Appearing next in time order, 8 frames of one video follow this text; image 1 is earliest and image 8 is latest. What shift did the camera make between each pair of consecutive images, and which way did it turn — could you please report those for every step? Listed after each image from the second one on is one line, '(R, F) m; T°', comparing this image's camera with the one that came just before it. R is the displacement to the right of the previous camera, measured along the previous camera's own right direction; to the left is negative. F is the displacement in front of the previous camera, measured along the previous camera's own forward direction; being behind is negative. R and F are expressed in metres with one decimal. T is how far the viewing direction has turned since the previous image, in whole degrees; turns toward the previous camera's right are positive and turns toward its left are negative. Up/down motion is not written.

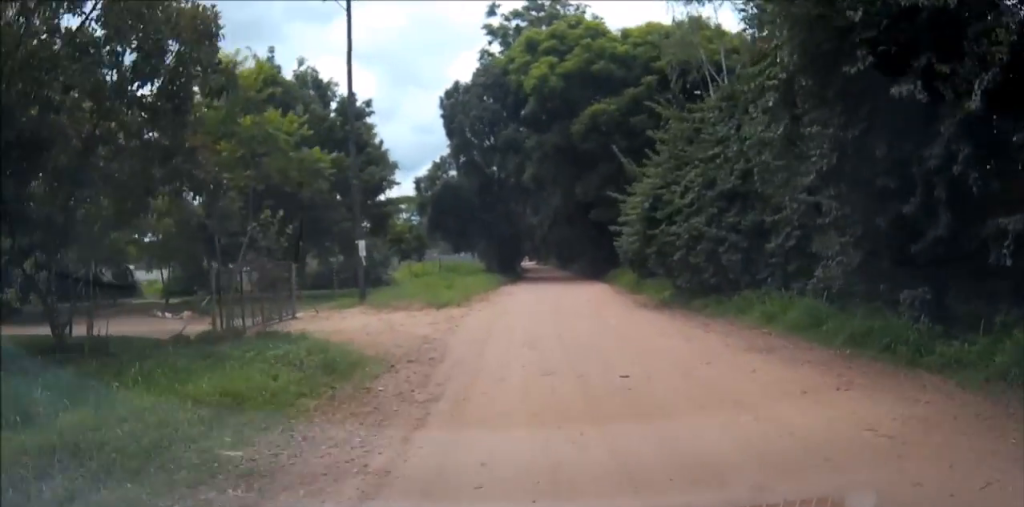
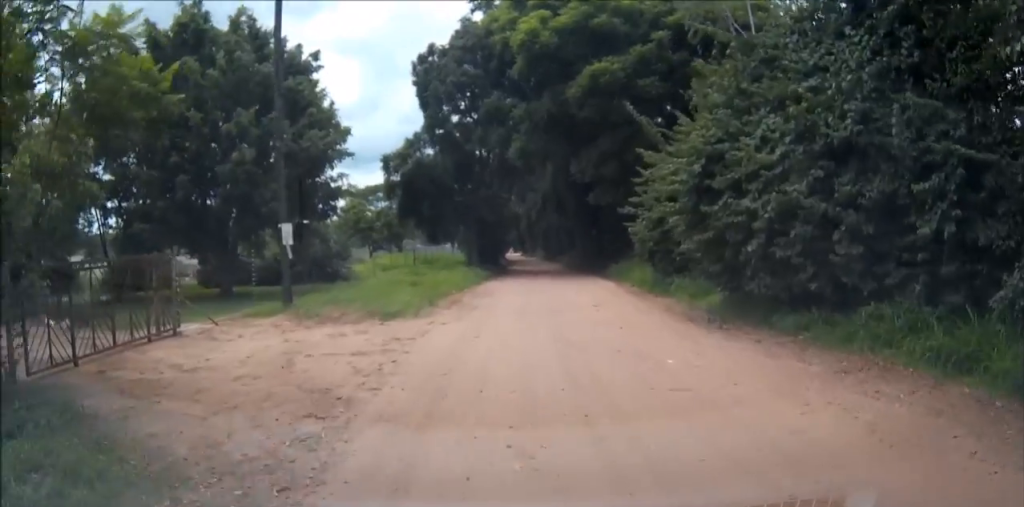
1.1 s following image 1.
(0.0, +6.6) m; 0°
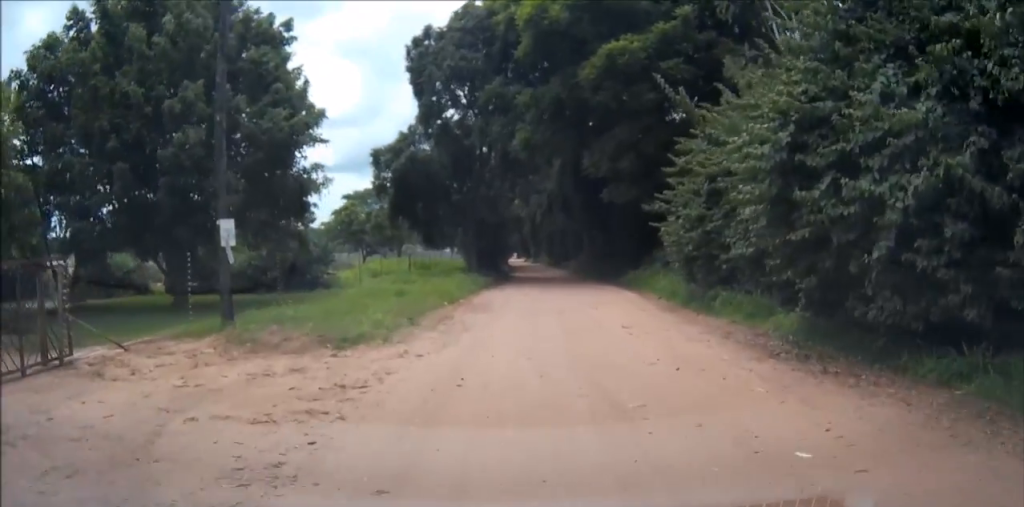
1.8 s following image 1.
(0.0, +4.0) m; +1°
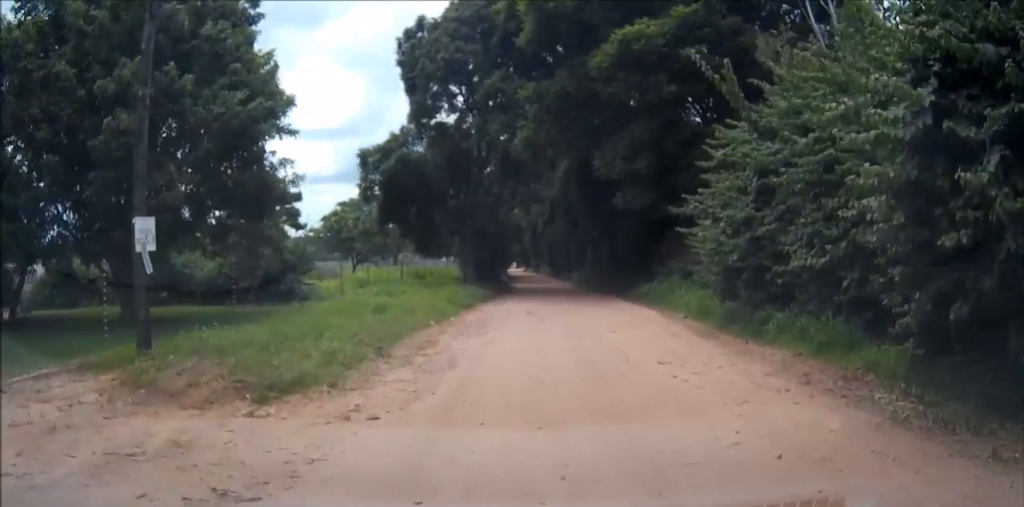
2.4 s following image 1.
(0.0, +3.1) m; +2°
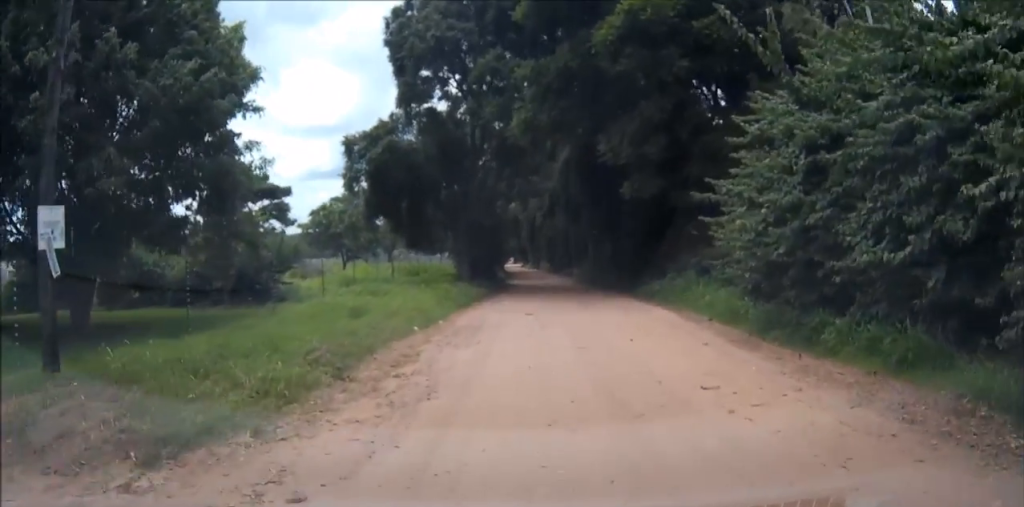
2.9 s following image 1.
(+0.1, +2.2) m; +1°
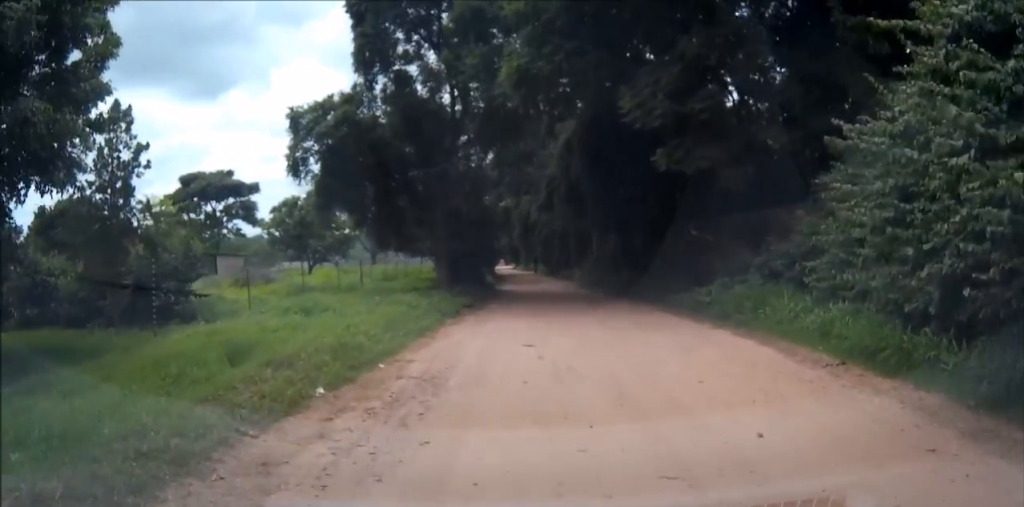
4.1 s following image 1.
(+0.2, +6.3) m; +1°
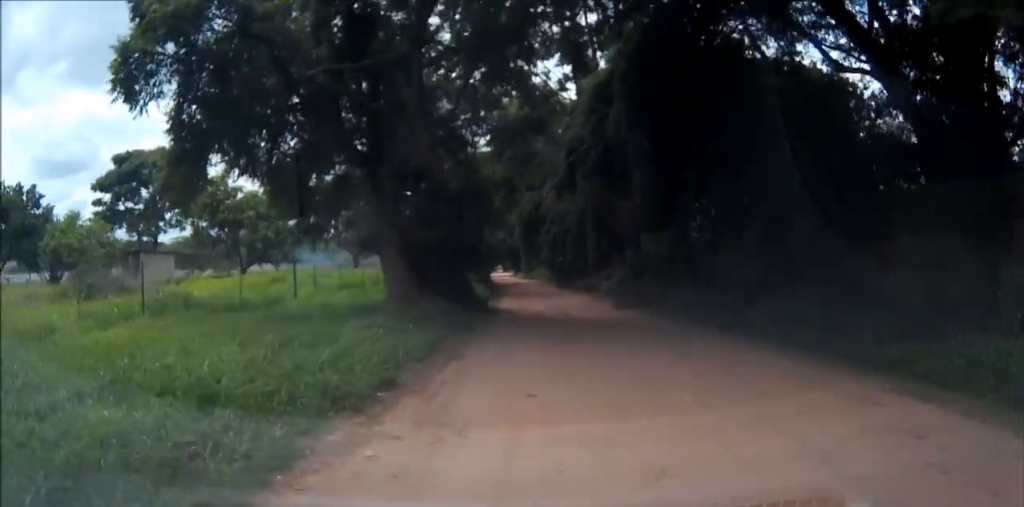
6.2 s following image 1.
(0.0, +11.2) m; -2°
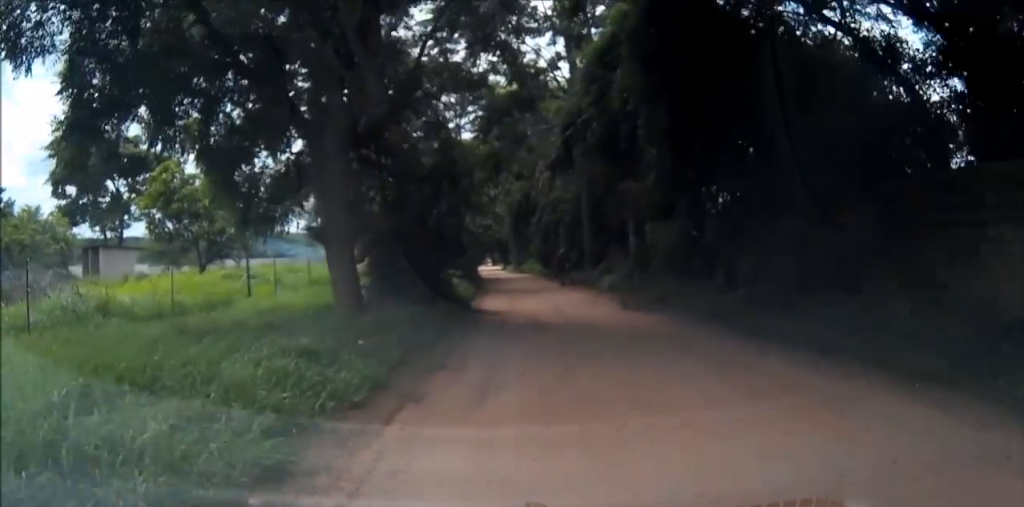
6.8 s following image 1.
(-0.1, +3.5) m; -1°
